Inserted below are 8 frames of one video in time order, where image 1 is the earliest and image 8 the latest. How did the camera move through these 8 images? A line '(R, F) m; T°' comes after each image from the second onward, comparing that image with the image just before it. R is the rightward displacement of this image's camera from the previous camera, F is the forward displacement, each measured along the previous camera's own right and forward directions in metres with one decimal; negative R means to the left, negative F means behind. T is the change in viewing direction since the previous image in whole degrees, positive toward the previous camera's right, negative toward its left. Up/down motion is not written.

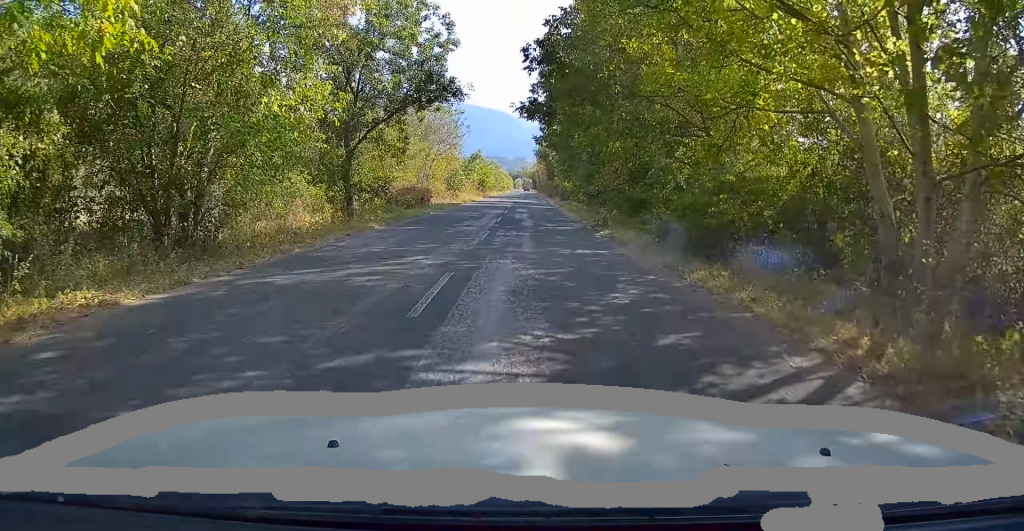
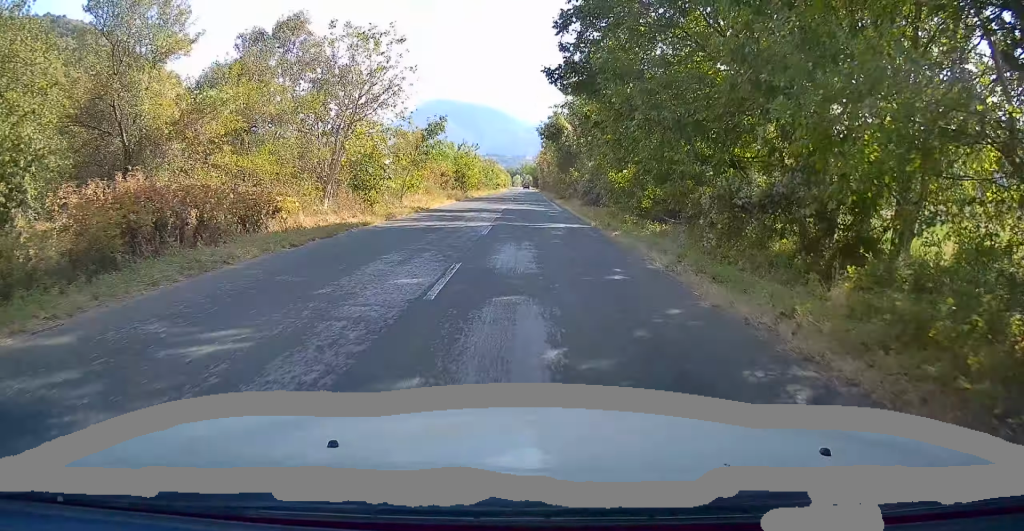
(0.0, +26.3) m; 0°
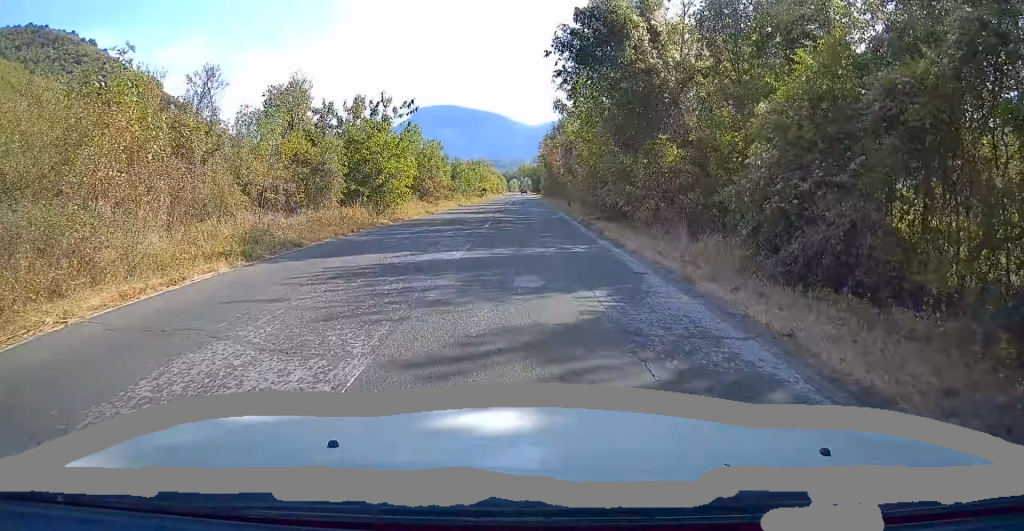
(0.0, +32.3) m; 0°
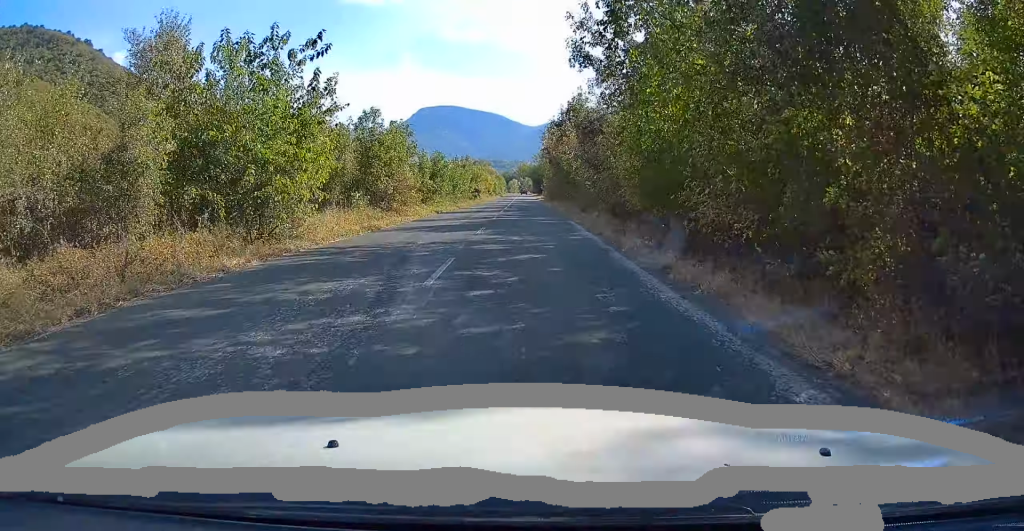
(0.0, +11.6) m; 0°
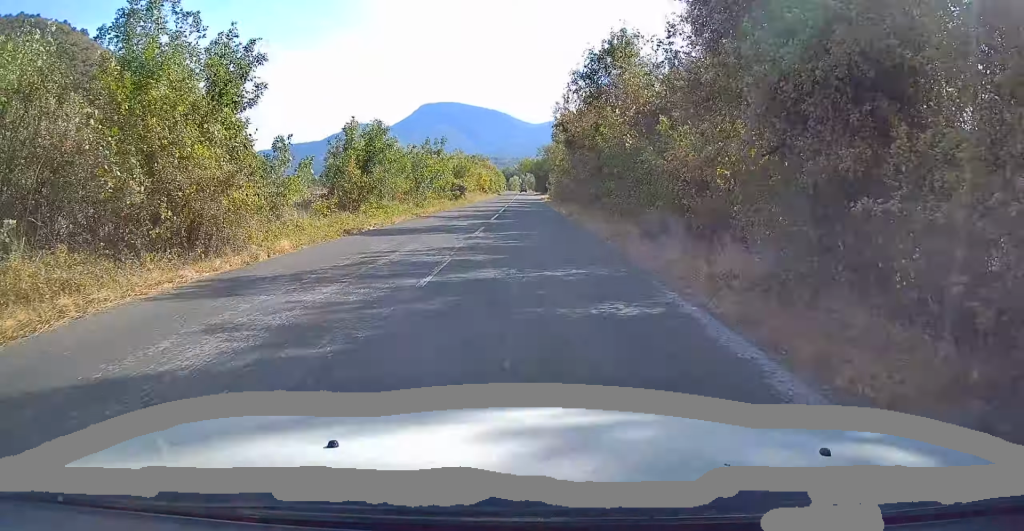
(-0.1, +18.1) m; 0°
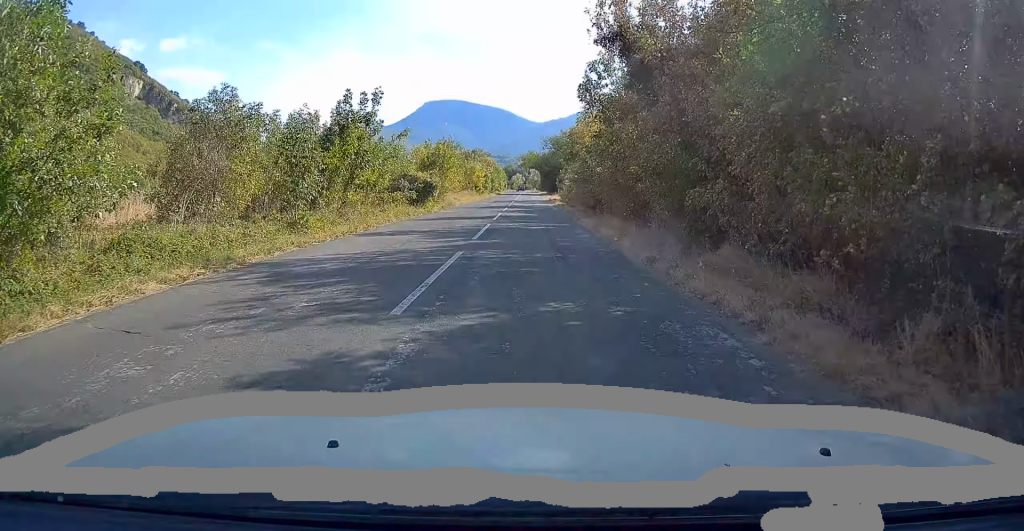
(+0.1, +18.7) m; 0°
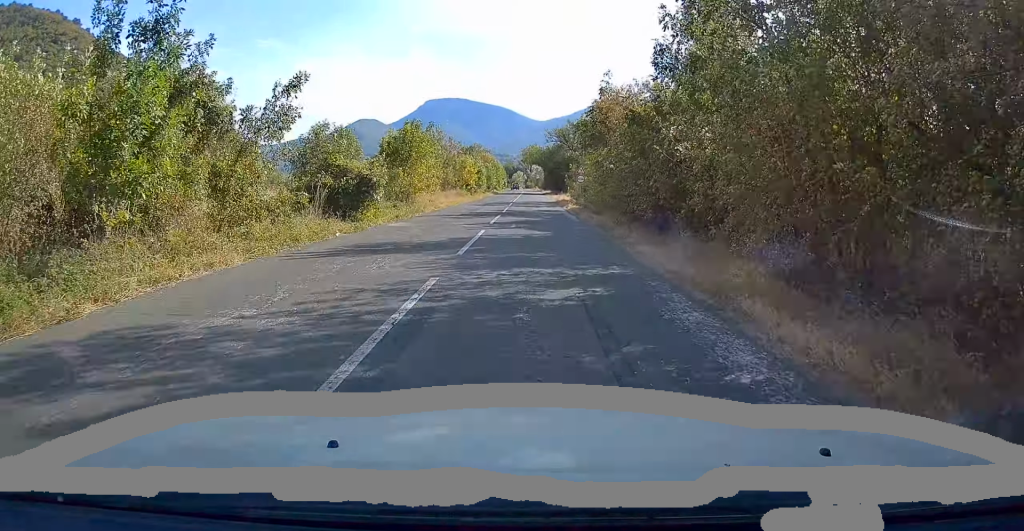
(-0.1, +13.0) m; 0°
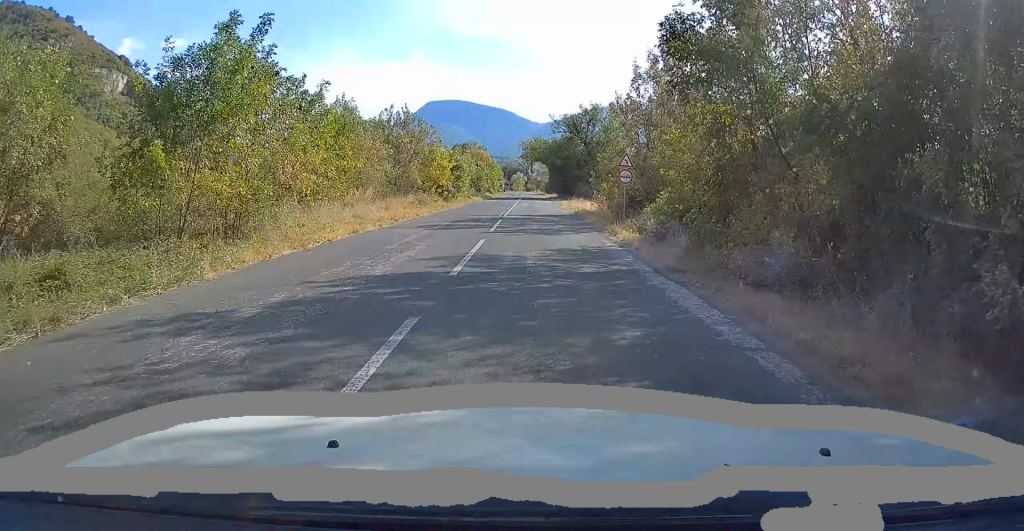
(-0.1, +20.2) m; 0°
